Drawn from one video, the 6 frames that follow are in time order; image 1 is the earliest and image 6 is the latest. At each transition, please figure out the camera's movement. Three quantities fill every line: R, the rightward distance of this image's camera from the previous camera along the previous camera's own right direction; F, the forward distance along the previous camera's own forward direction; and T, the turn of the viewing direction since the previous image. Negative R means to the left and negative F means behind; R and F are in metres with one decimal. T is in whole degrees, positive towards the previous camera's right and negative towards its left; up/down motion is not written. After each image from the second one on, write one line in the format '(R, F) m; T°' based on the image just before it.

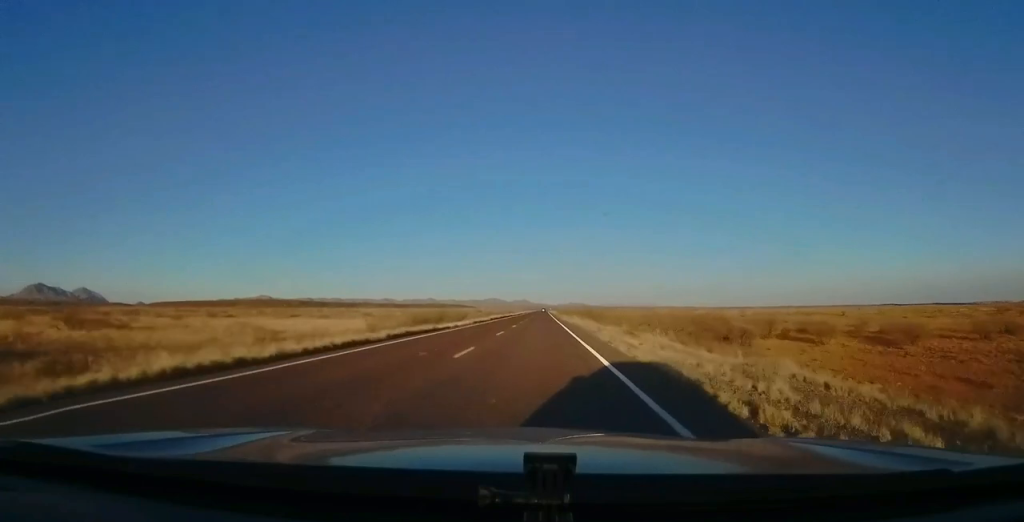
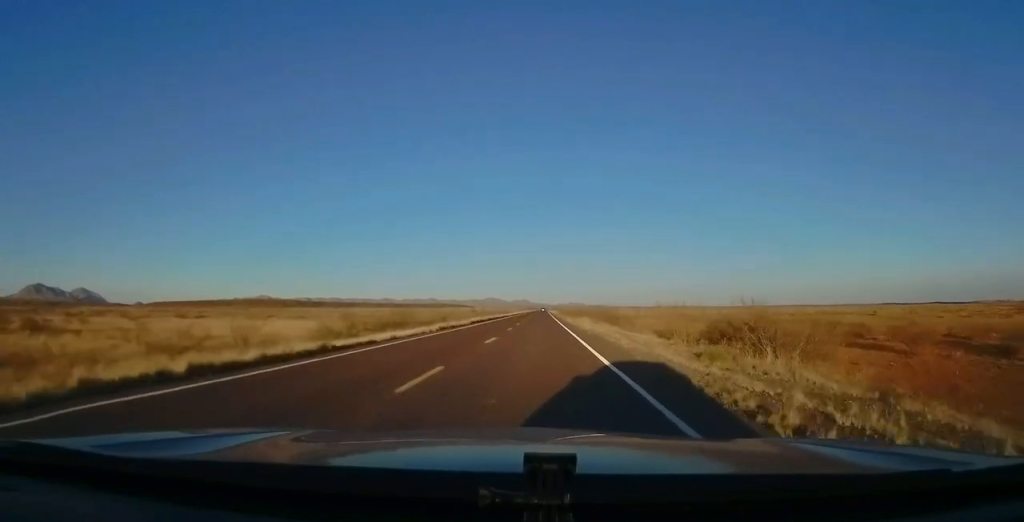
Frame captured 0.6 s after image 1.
(+0.1, +17.4) m; -1°
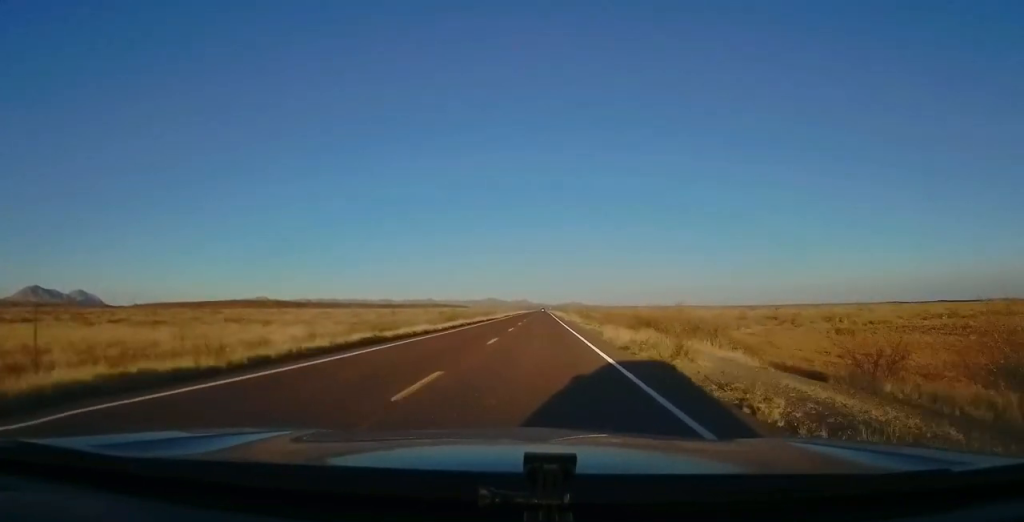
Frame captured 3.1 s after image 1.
(+0.5, +72.4) m; +1°
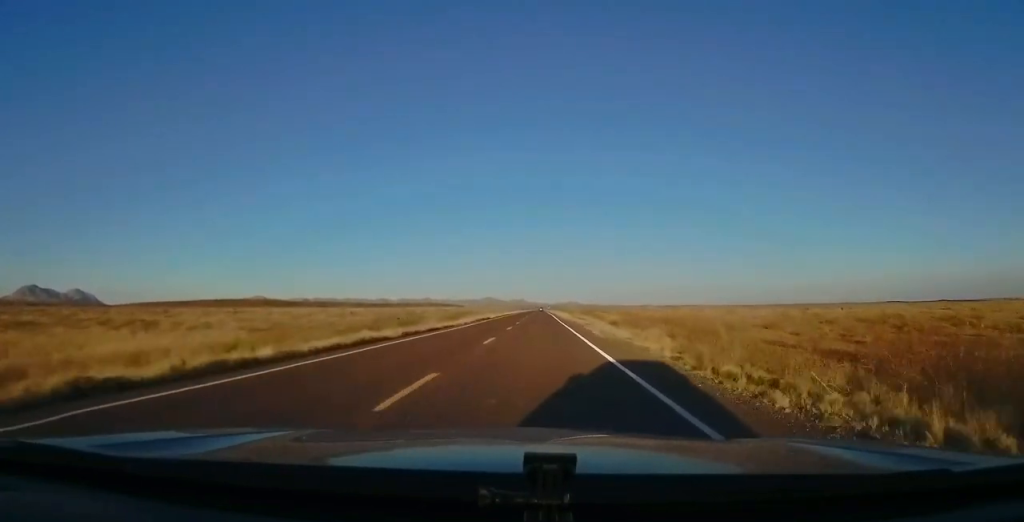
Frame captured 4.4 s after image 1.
(-0.2, +36.5) m; 0°
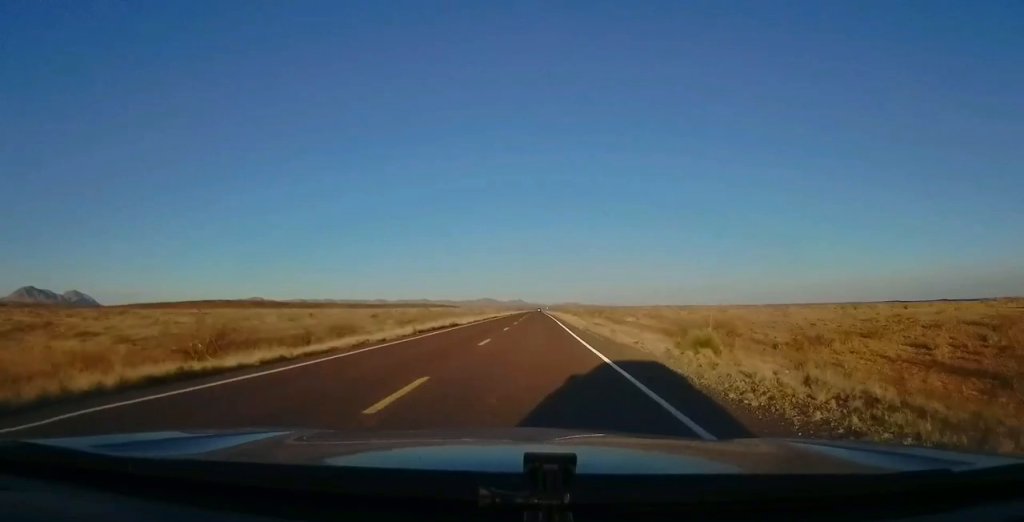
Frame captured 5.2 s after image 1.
(+0.3, +24.0) m; 0°
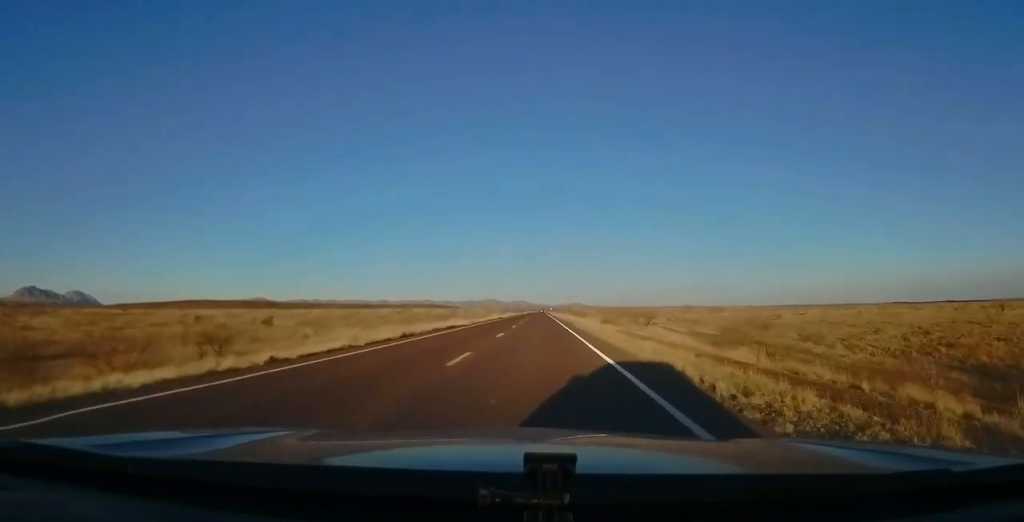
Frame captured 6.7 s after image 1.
(-0.6, +42.4) m; -1°
